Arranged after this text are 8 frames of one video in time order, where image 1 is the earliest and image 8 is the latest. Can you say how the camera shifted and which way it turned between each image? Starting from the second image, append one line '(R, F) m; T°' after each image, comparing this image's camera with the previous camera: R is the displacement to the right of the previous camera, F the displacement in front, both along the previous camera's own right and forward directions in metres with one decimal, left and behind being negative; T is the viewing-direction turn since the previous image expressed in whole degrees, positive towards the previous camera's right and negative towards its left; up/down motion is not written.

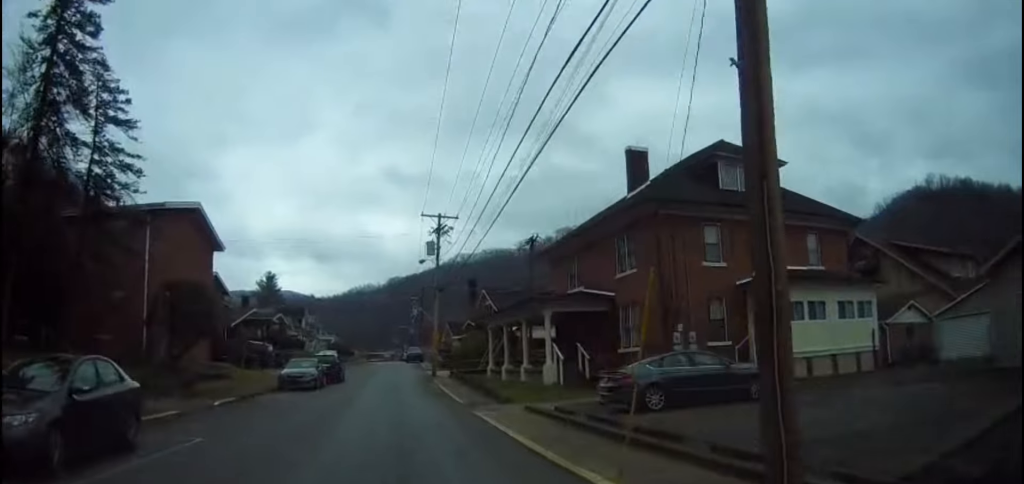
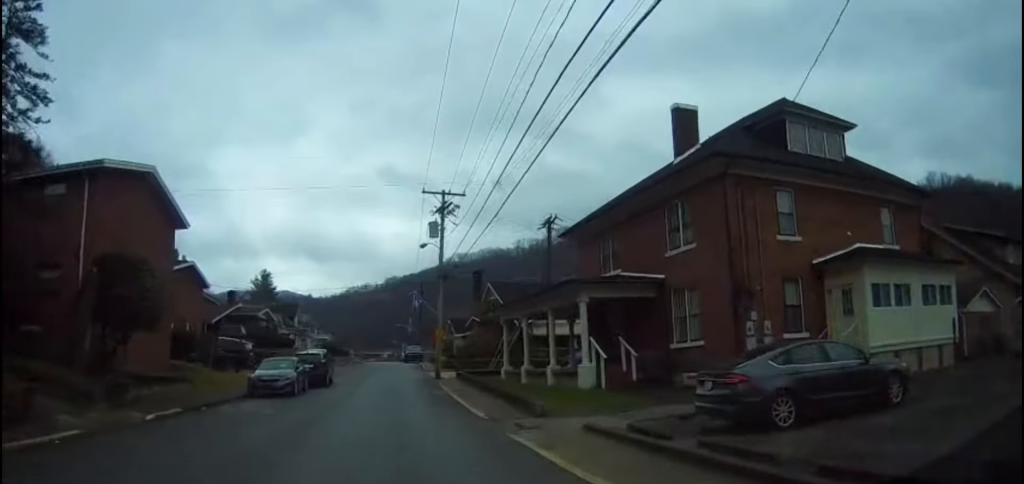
(-0.1, +5.8) m; 0°
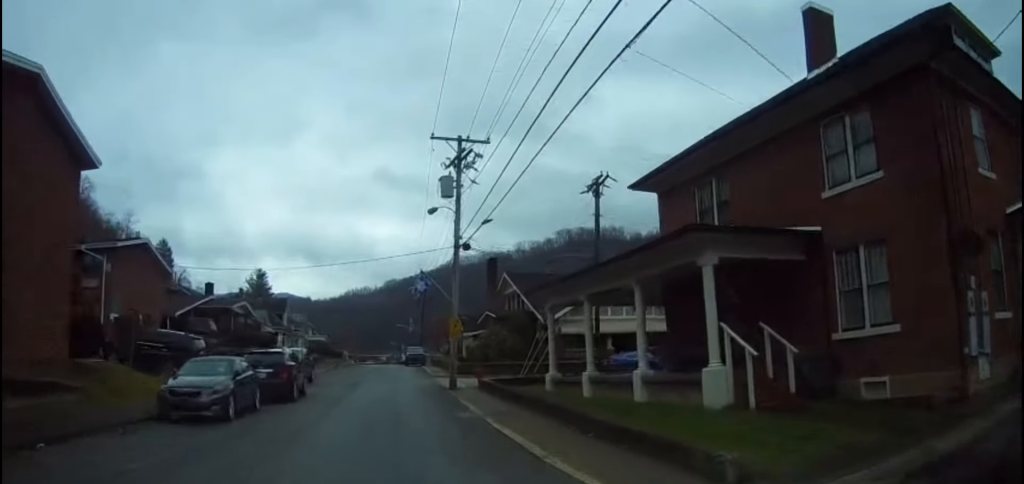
(+0.1, +9.3) m; +2°
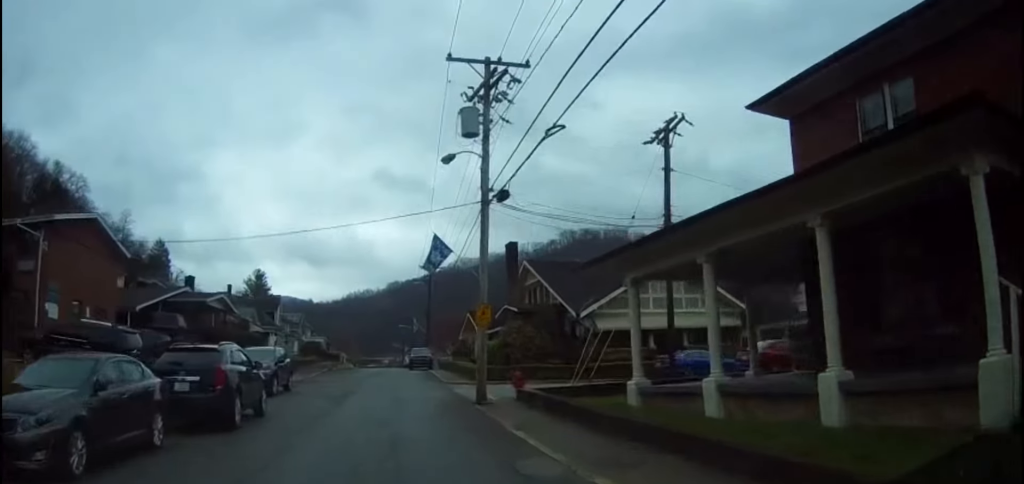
(+0.2, +7.7) m; 0°
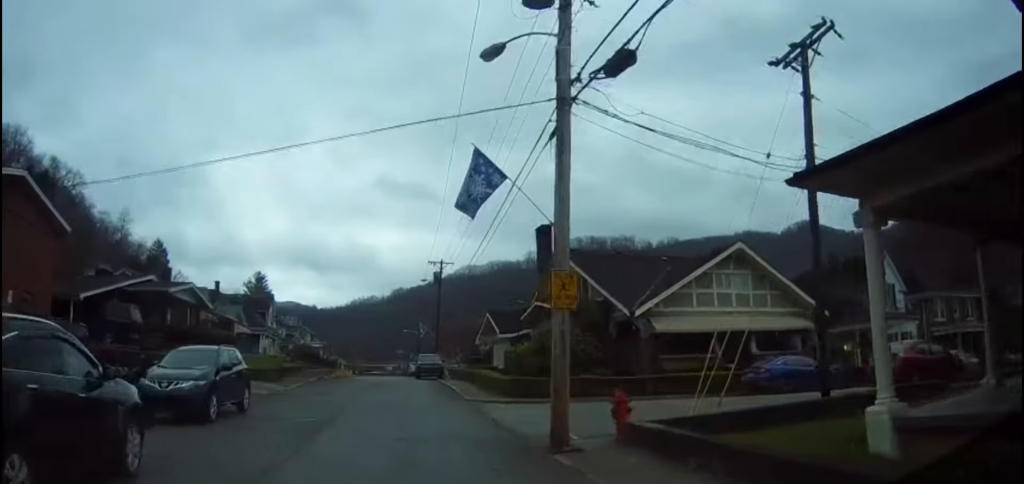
(-0.1, +8.3) m; -2°
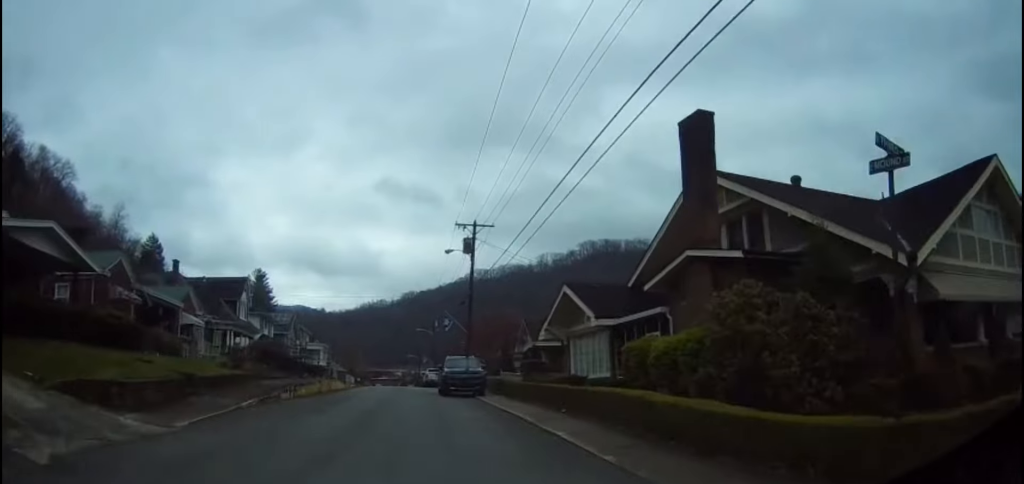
(-0.4, +18.5) m; -1°
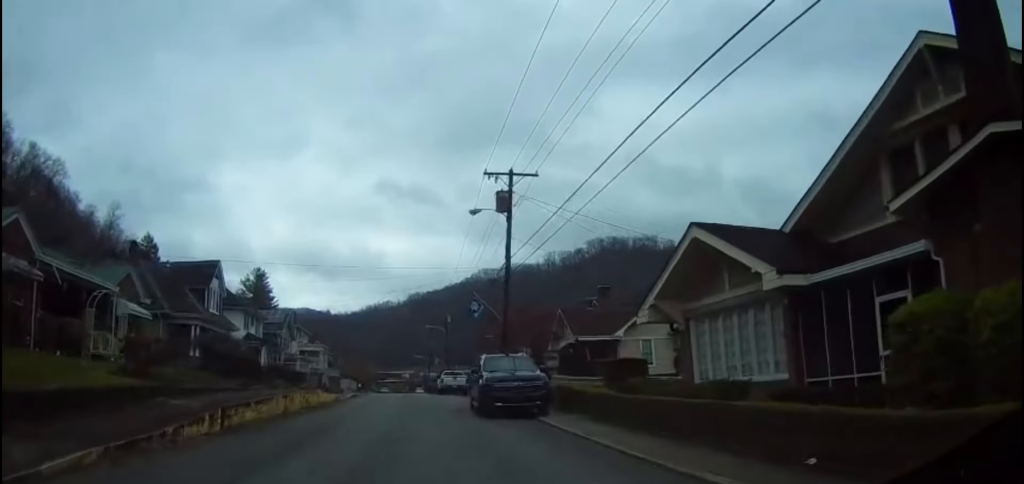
(+0.1, +11.6) m; +3°
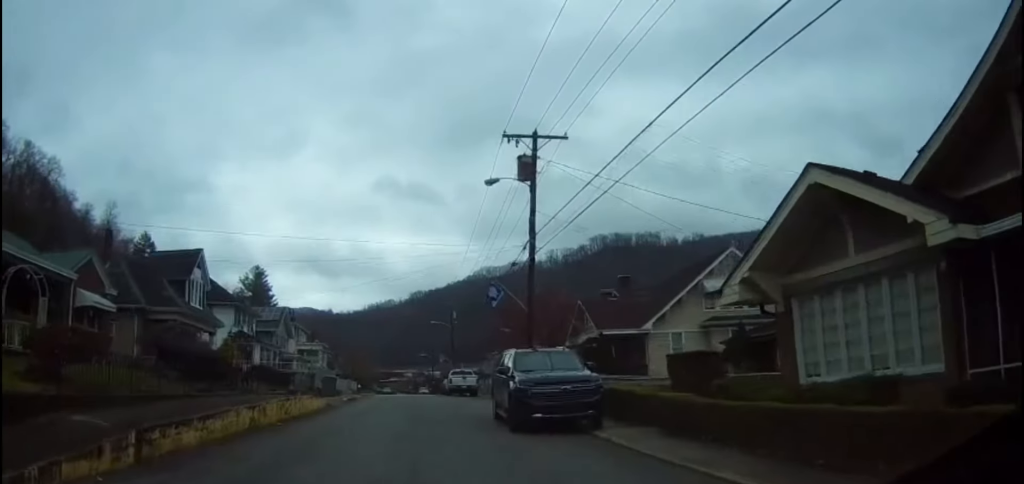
(+0.1, +4.9) m; 0°
